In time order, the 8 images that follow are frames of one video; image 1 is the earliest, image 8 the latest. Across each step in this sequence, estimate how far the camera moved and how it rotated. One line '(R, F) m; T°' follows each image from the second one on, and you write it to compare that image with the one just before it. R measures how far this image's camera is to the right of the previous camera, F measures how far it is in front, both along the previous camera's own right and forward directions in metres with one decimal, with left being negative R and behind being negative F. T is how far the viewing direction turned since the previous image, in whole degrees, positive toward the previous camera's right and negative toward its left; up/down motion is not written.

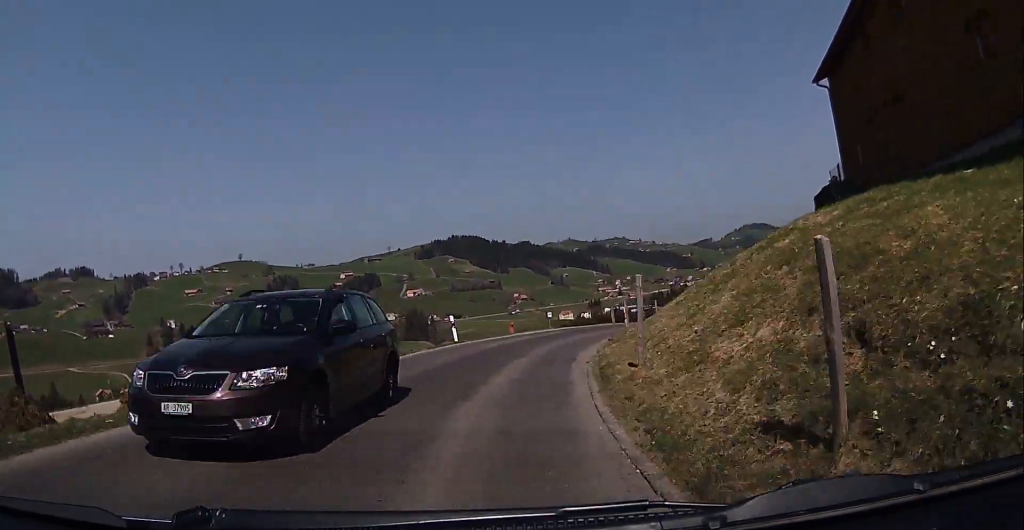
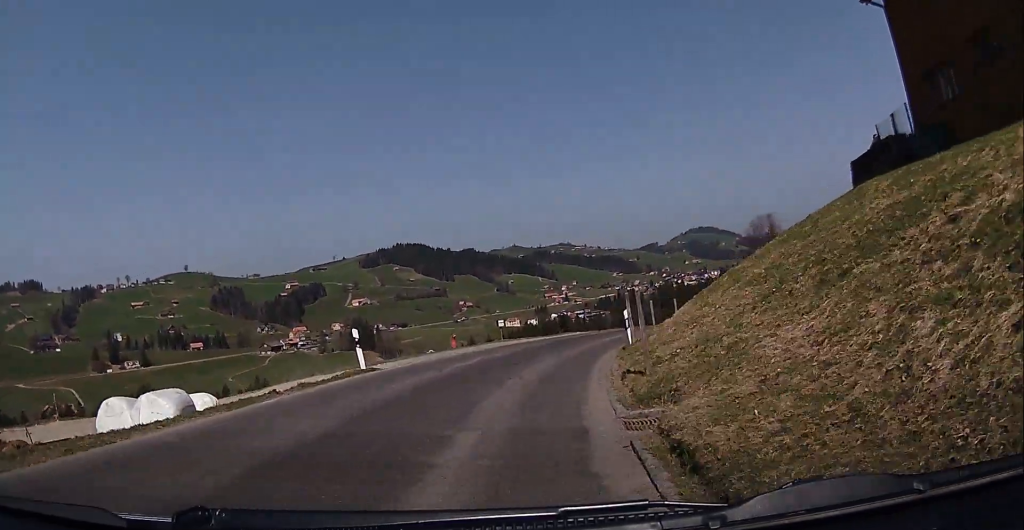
(+0.2, +12.0) m; +2°
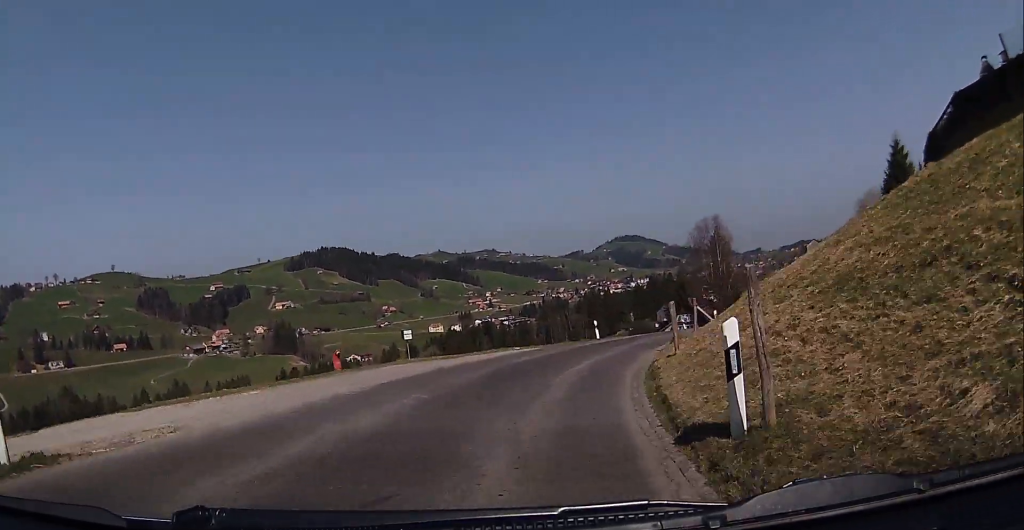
(+0.5, +13.4) m; +7°
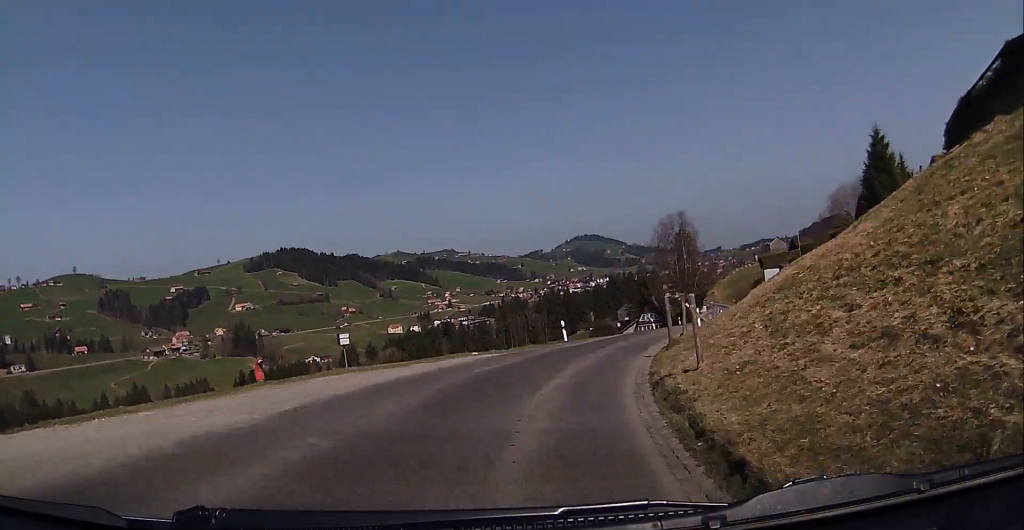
(0.0, +4.3) m; +4°
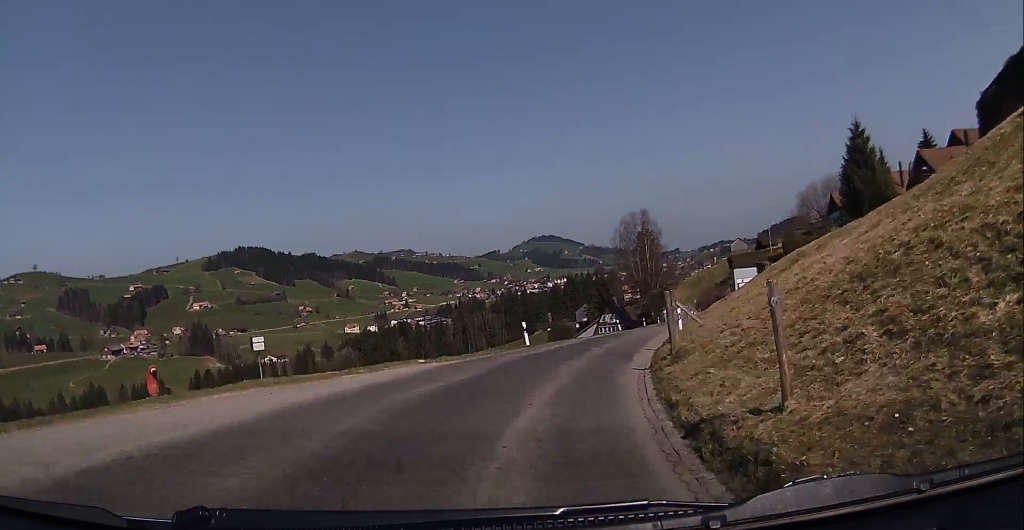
(+0.3, +4.2) m; +8°
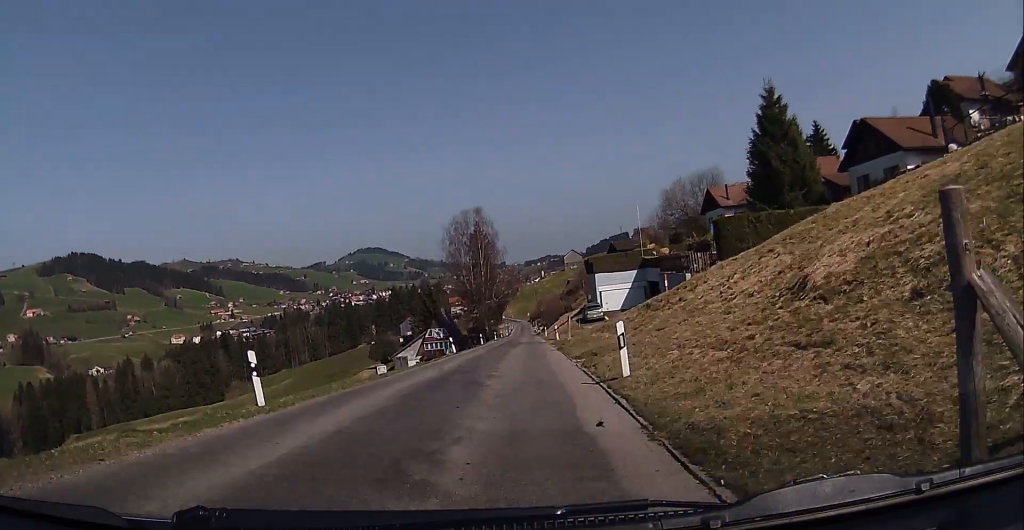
(+4.0, +14.8) m; +19°
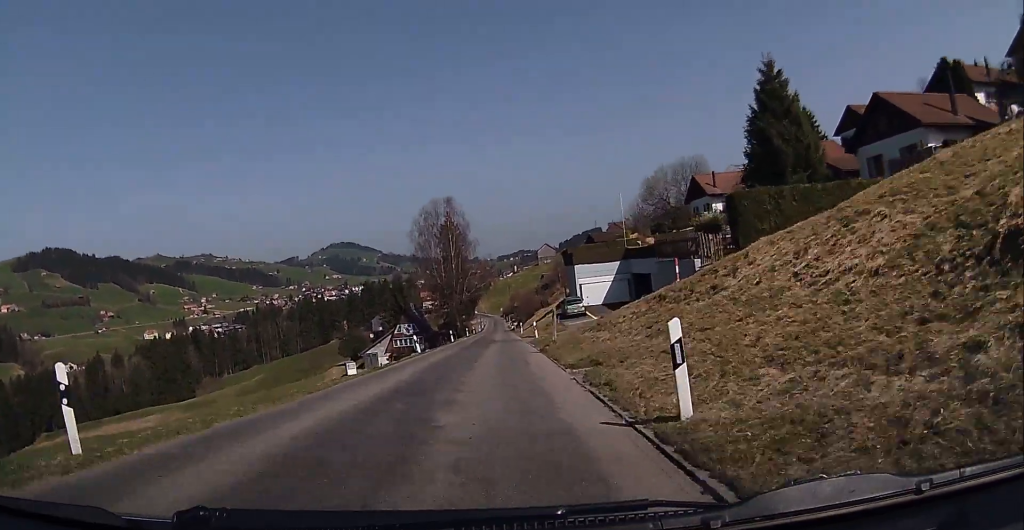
(-0.5, +4.8) m; -1°
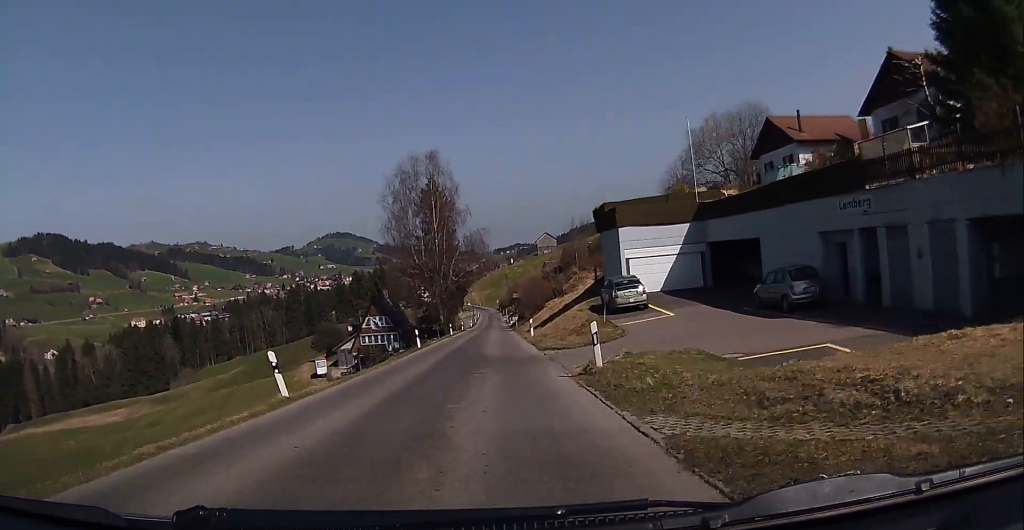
(+1.4, +21.0) m; +10°
